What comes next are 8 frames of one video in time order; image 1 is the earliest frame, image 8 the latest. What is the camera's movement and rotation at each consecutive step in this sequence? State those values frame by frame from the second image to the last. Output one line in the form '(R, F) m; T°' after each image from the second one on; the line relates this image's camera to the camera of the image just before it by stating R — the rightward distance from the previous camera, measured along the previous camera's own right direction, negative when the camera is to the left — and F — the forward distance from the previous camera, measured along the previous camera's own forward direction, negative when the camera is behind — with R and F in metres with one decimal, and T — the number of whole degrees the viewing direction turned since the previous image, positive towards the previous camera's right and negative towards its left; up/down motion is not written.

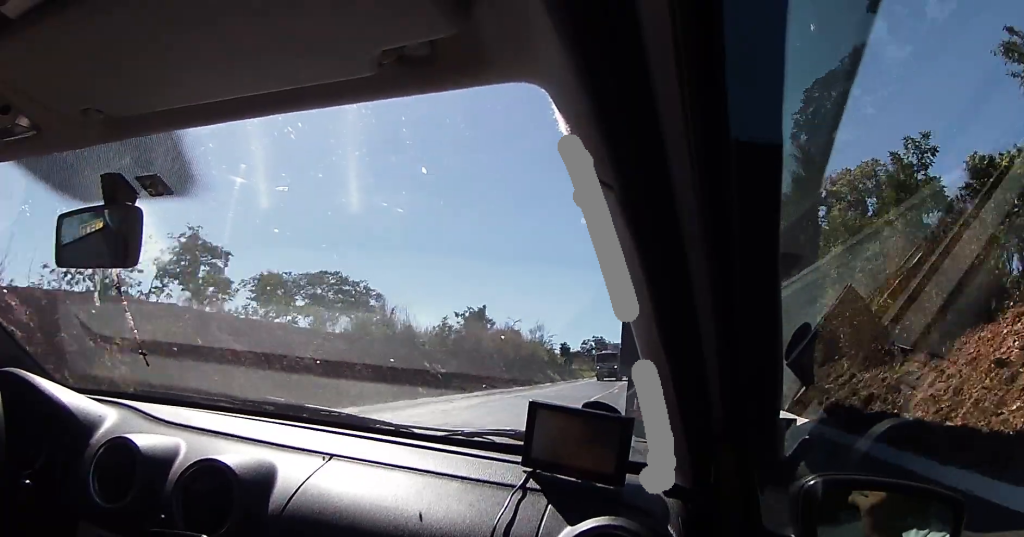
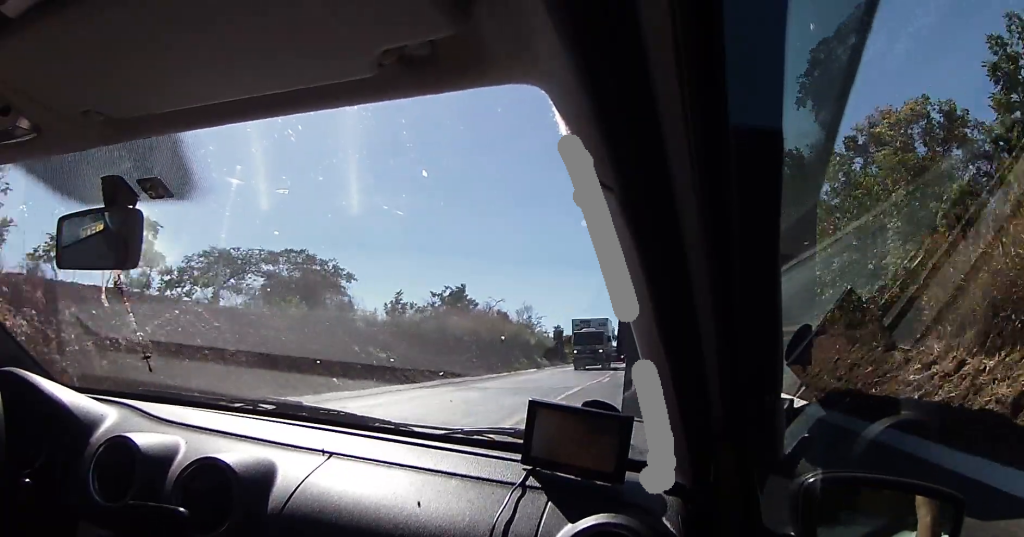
(+0.3, +7.2) m; 0°
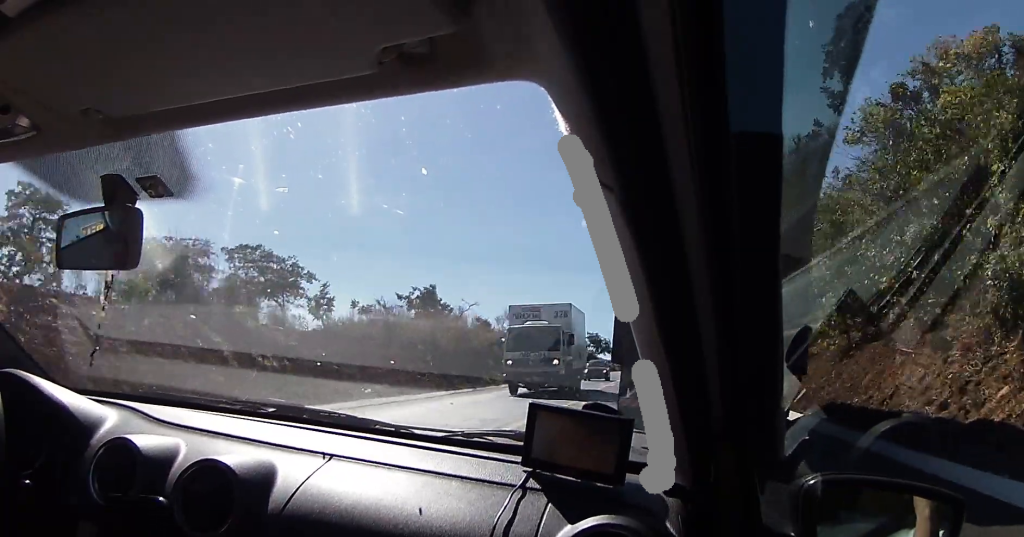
(-0.1, +7.1) m; 0°
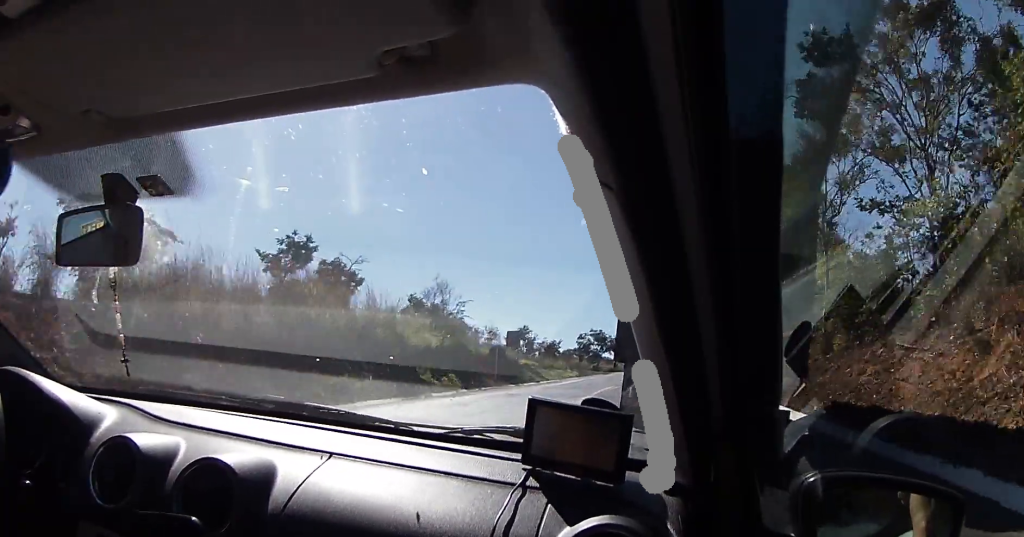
(0.0, +19.9) m; 0°
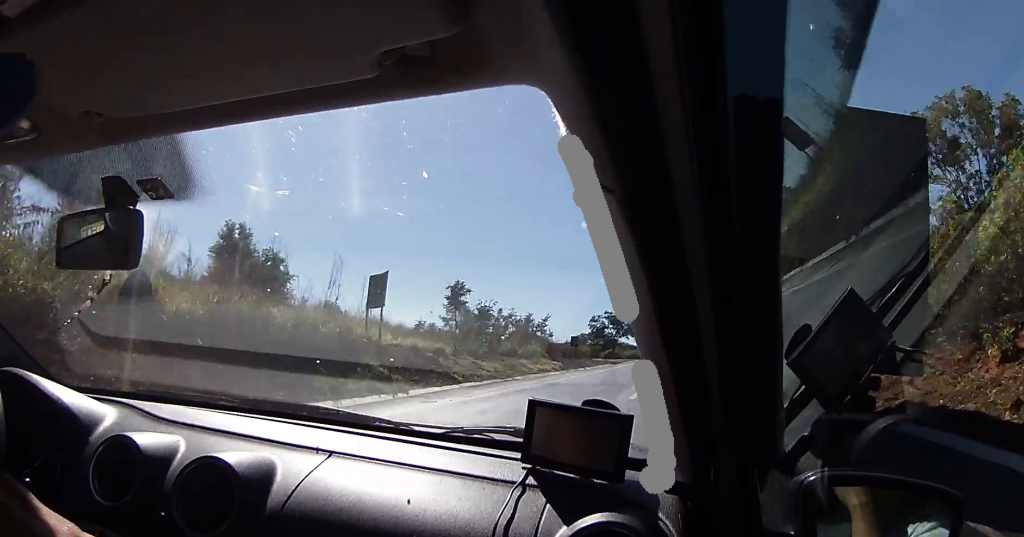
(-0.8, +29.2) m; -1°
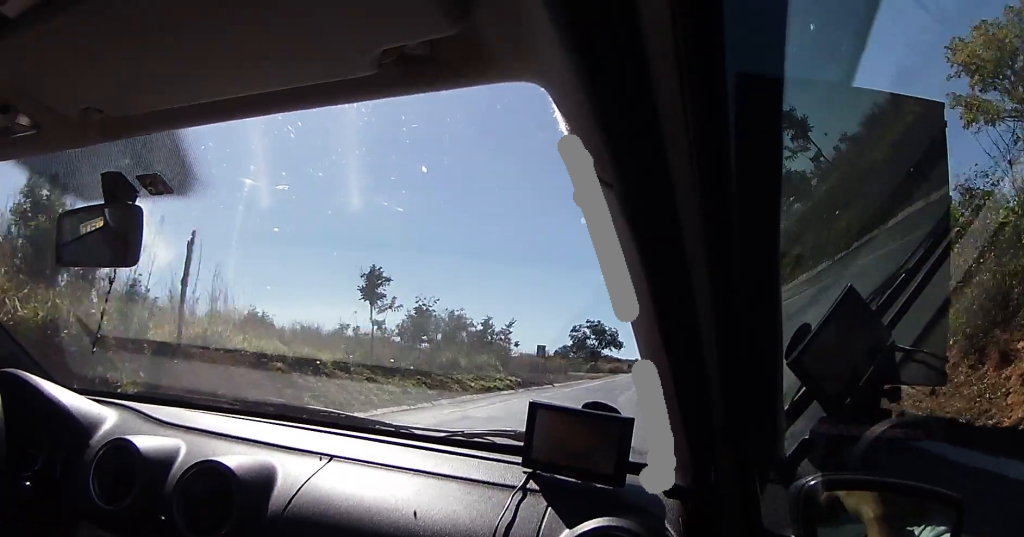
(+0.1, +9.2) m; 0°
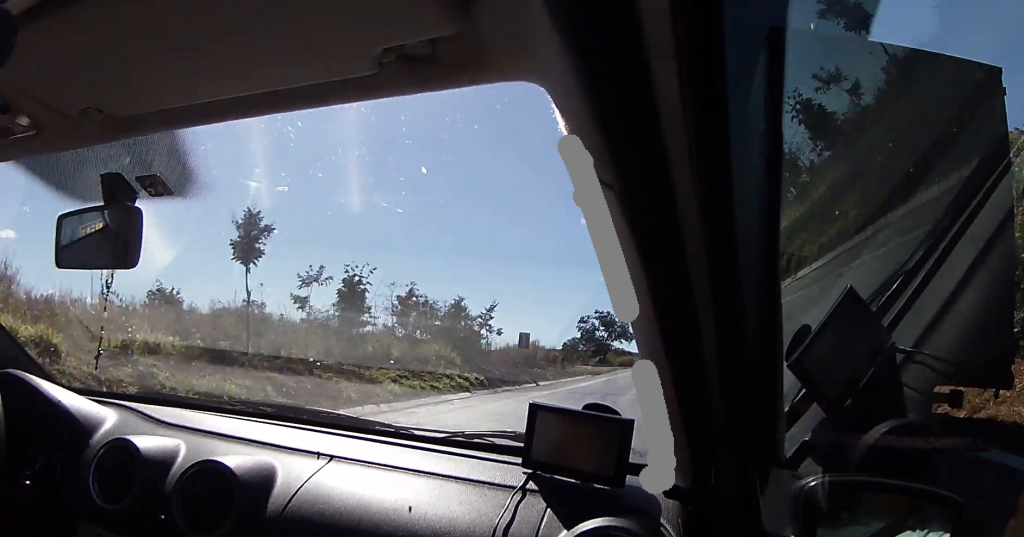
(+0.2, +9.9) m; -1°
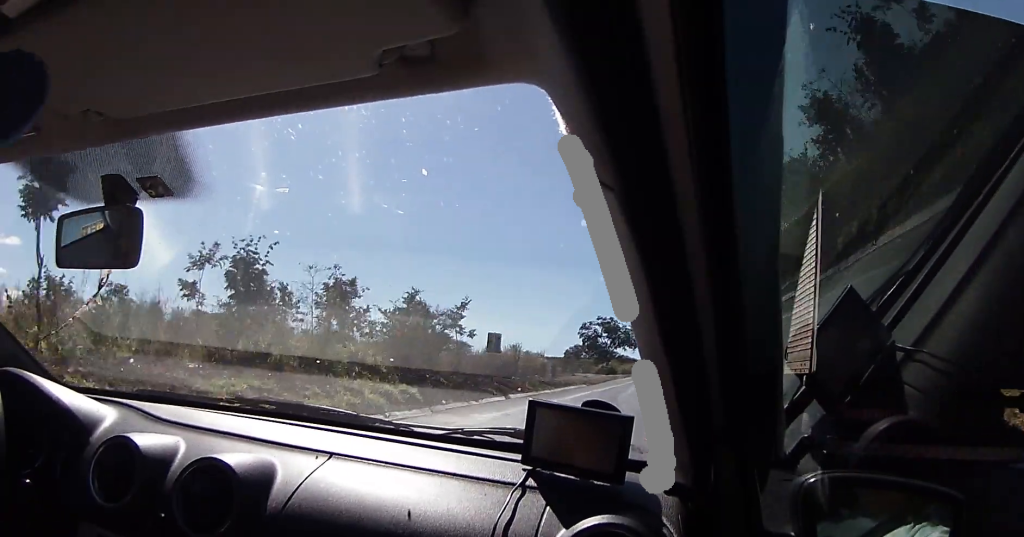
(-0.2, +8.0) m; -1°
